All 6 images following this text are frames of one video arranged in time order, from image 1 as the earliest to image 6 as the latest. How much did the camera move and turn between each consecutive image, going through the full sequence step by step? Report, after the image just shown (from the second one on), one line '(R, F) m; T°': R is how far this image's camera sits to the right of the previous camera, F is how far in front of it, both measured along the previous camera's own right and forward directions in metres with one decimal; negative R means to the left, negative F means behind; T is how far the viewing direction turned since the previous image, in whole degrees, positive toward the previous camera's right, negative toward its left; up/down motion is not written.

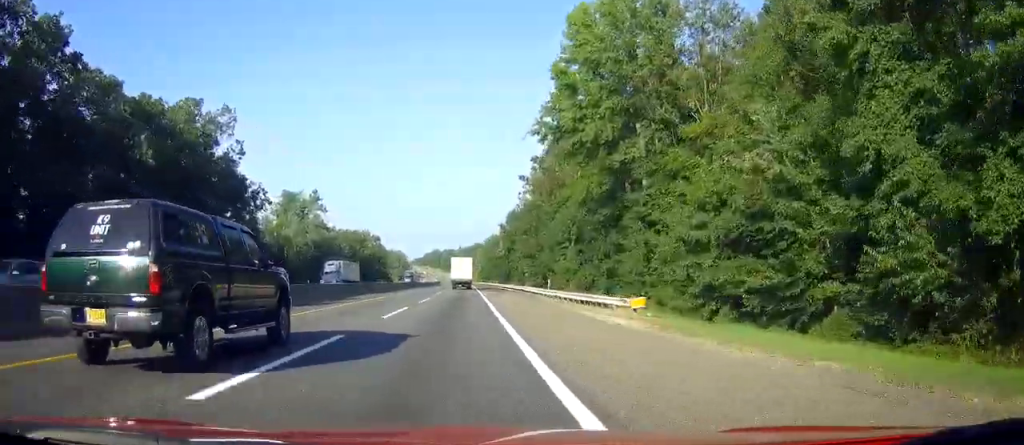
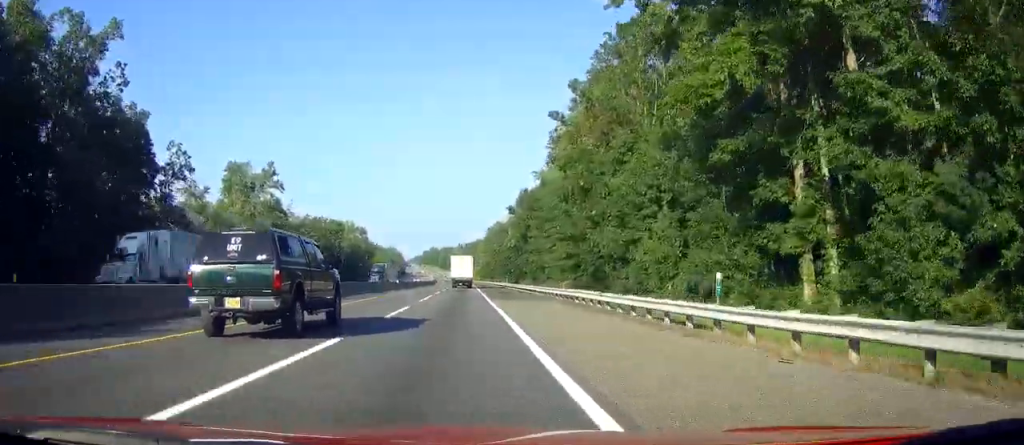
(0.0, +31.5) m; 0°
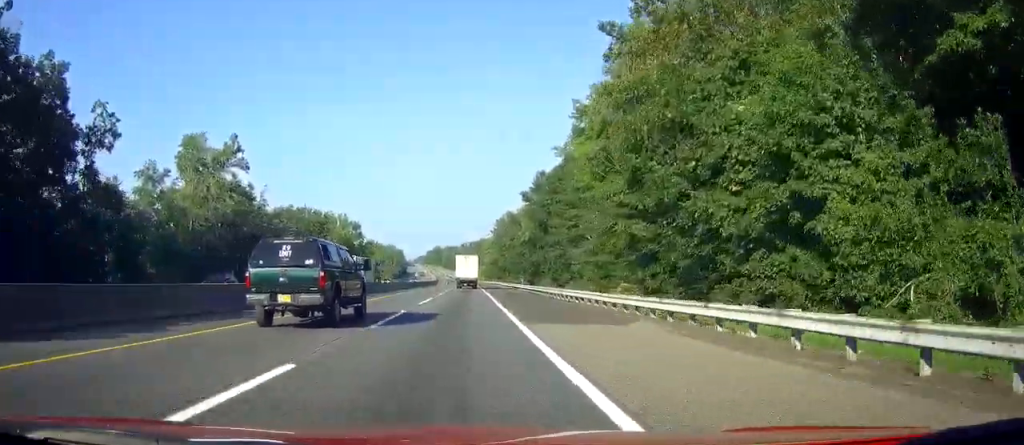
(+0.1, +18.9) m; 0°
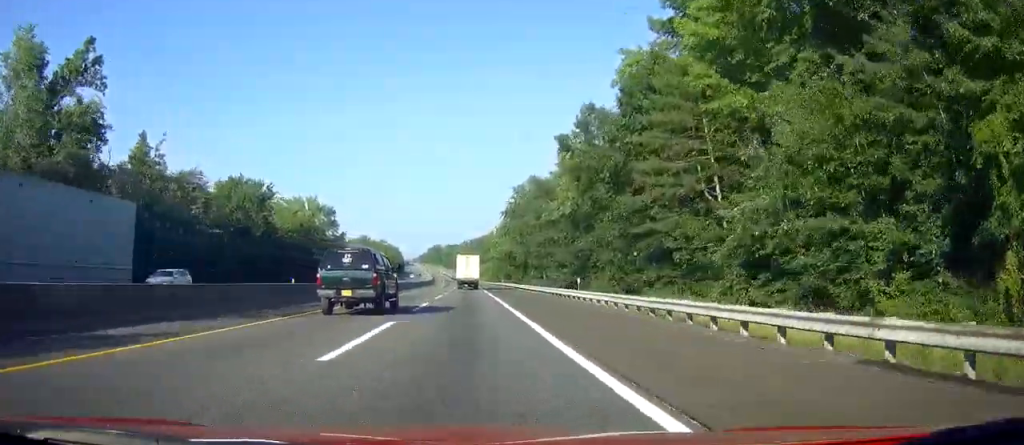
(-0.3, +36.8) m; -1°
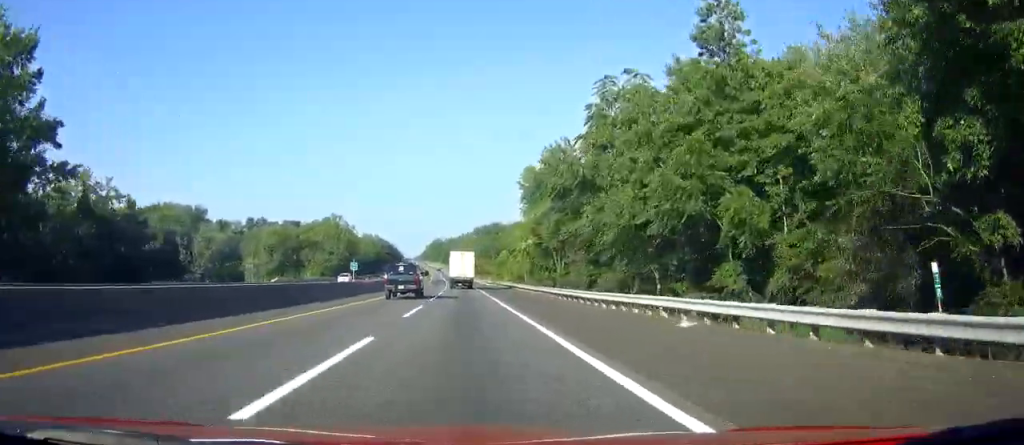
(+0.9, +109.6) m; +1°
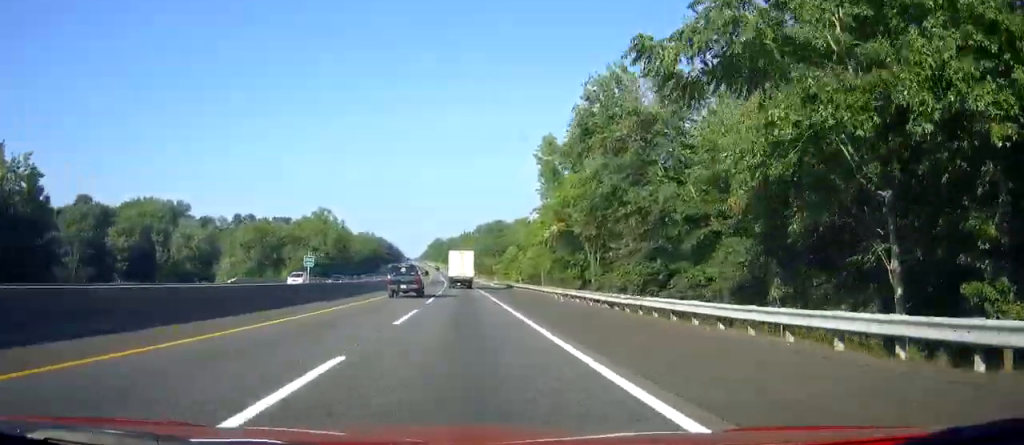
(0.0, +18.0) m; 0°
